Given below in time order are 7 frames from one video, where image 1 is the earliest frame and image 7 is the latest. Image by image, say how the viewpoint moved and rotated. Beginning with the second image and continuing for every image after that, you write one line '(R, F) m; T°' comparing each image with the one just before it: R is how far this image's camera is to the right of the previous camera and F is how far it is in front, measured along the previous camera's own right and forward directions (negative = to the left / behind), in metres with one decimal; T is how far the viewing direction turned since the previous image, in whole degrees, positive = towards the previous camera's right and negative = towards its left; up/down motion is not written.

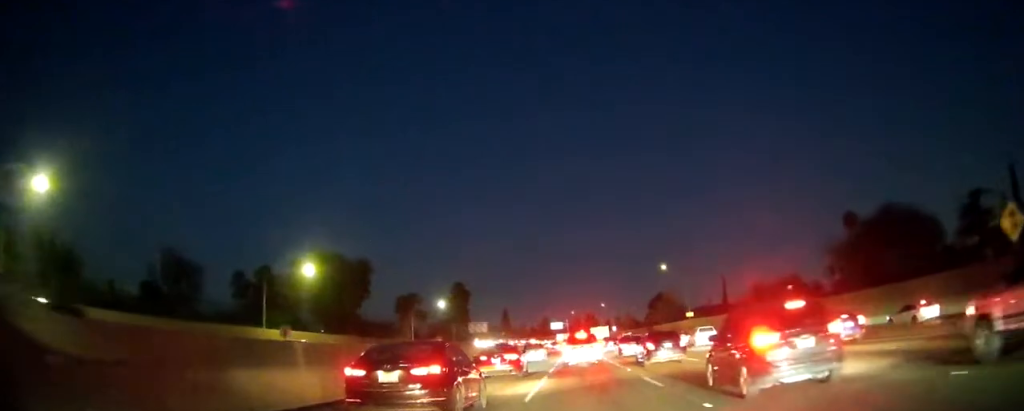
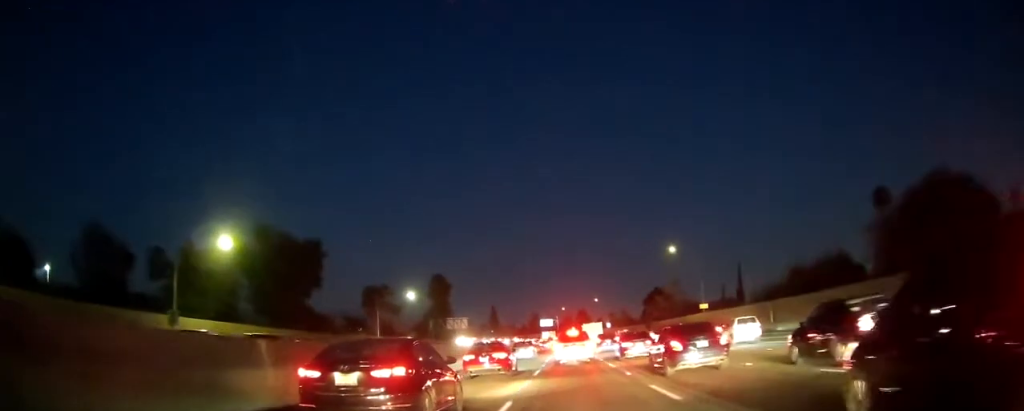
(+0.2, +17.6) m; 0°
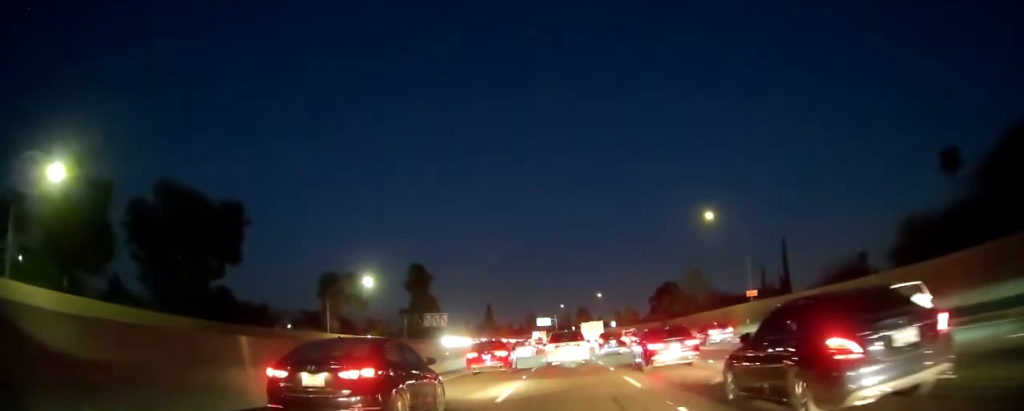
(-0.3, +26.6) m; 0°
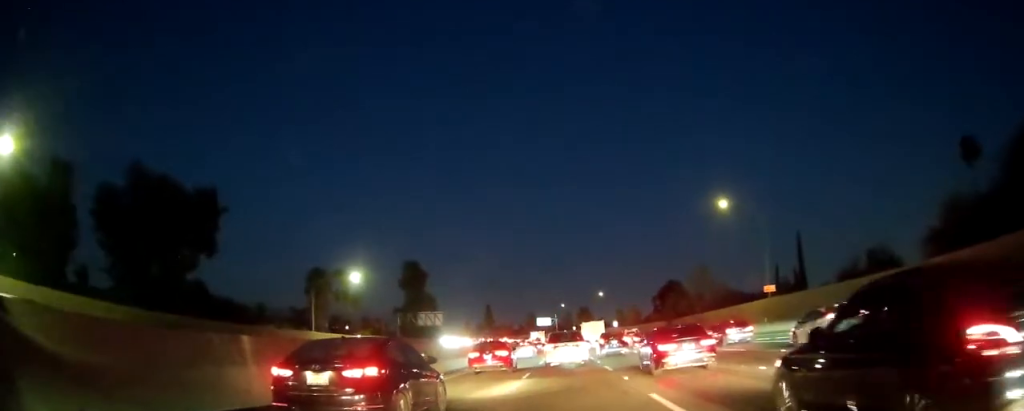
(0.0, +6.3) m; 0°
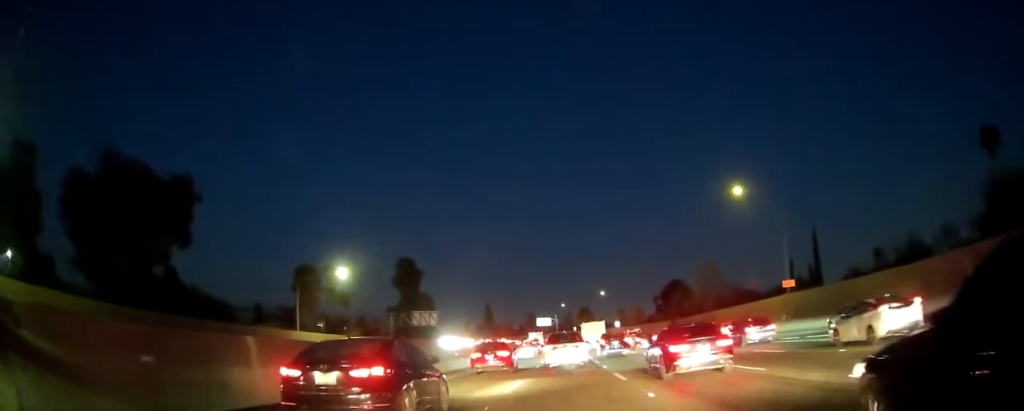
(+0.1, +6.1) m; 0°
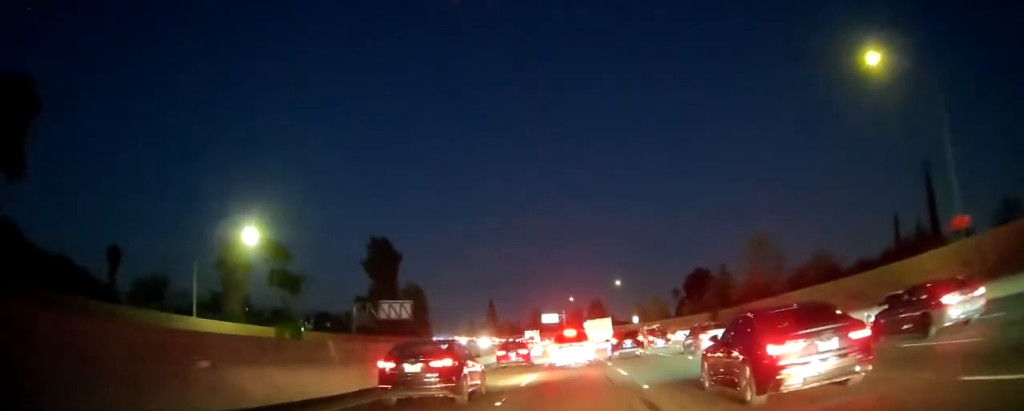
(+0.2, +28.7) m; 0°
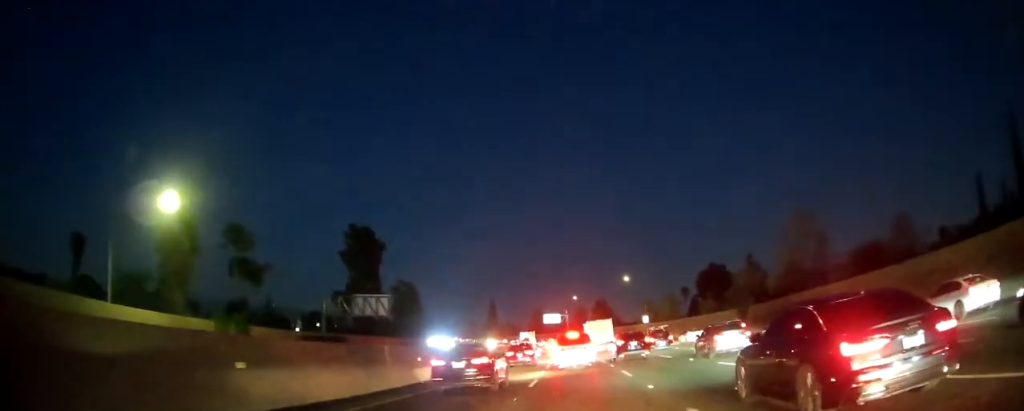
(-0.3, +14.4) m; -2°
